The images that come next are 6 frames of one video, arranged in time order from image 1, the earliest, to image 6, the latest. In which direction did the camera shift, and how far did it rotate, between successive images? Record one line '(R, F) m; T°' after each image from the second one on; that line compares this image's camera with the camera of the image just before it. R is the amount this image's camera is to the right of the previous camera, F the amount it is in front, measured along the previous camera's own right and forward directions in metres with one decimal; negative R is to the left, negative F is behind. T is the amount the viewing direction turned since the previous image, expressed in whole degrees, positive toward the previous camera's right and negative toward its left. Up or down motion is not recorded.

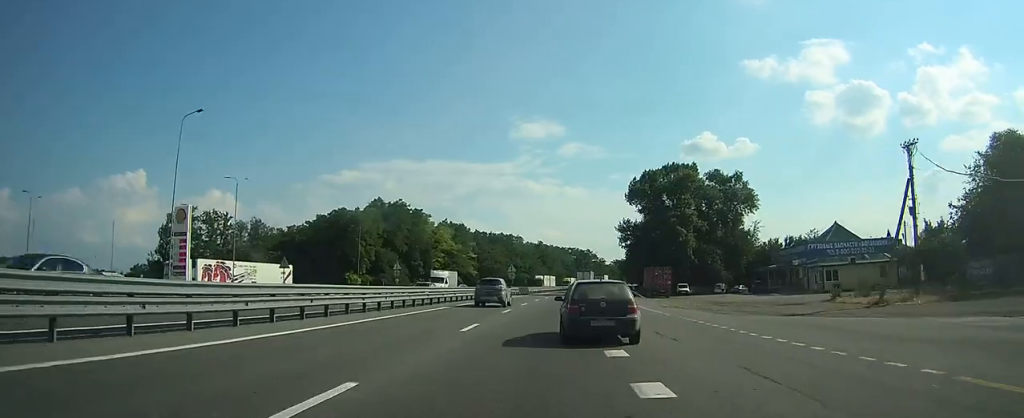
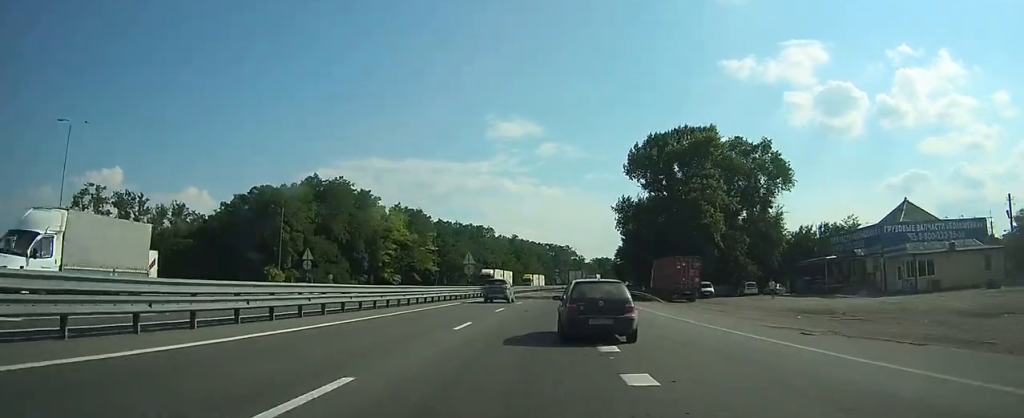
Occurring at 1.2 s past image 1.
(+0.2, +23.0) m; +1°
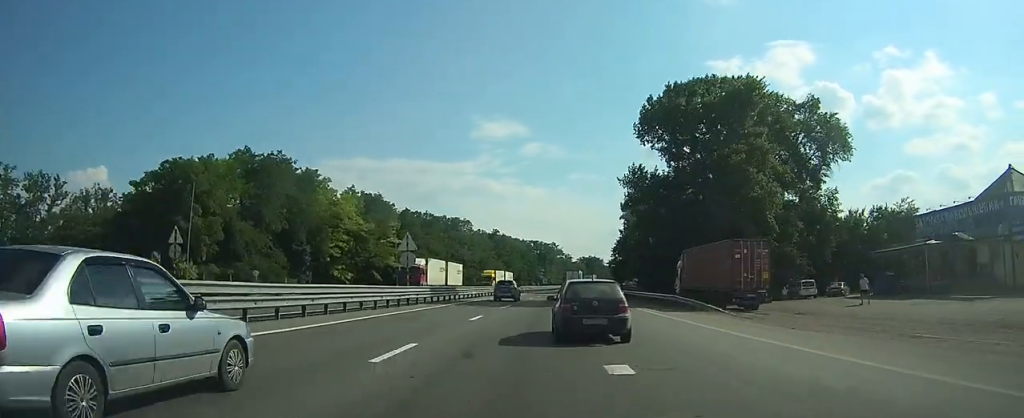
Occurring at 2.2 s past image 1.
(+0.3, +18.8) m; +2°
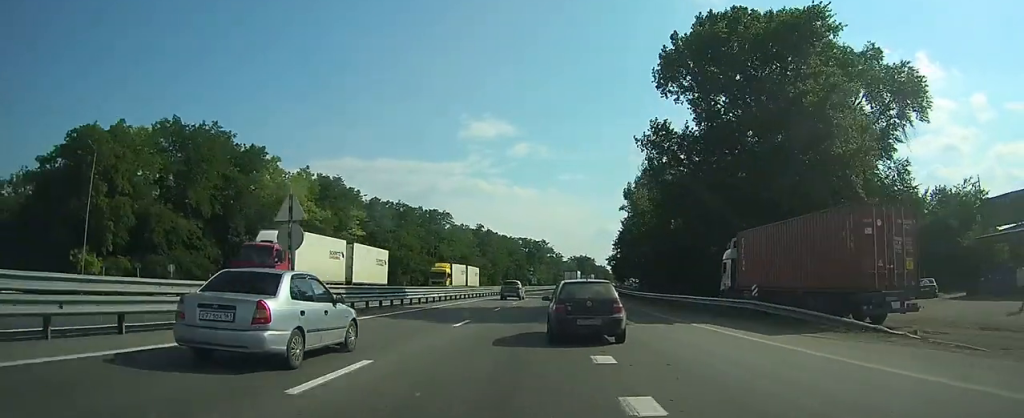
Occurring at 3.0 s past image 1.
(+0.1, +14.5) m; +1°
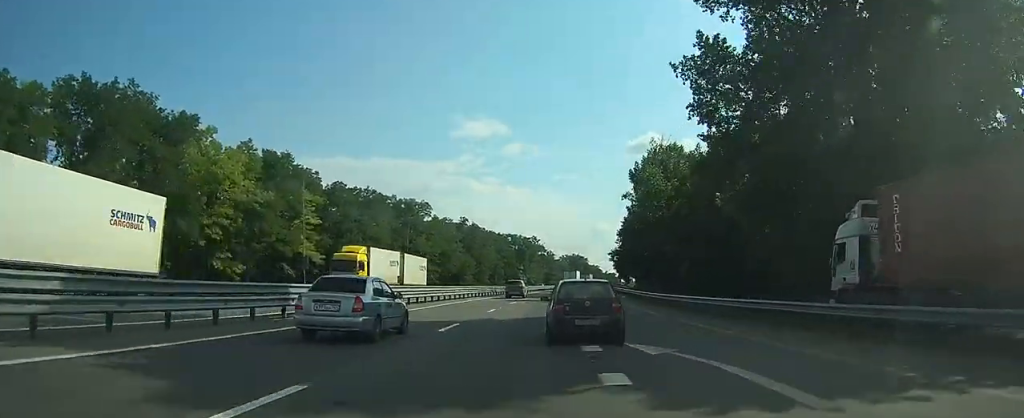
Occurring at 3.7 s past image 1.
(+0.1, +13.9) m; 0°
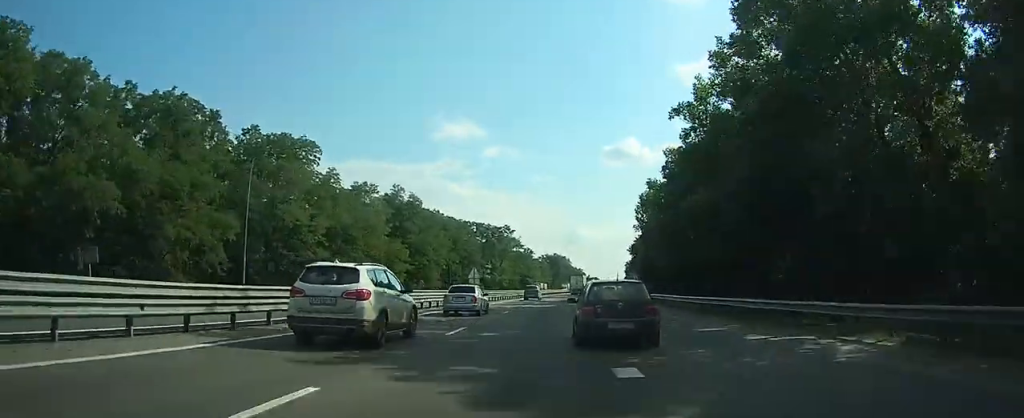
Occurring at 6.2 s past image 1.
(+1.5, +46.8) m; +4°
